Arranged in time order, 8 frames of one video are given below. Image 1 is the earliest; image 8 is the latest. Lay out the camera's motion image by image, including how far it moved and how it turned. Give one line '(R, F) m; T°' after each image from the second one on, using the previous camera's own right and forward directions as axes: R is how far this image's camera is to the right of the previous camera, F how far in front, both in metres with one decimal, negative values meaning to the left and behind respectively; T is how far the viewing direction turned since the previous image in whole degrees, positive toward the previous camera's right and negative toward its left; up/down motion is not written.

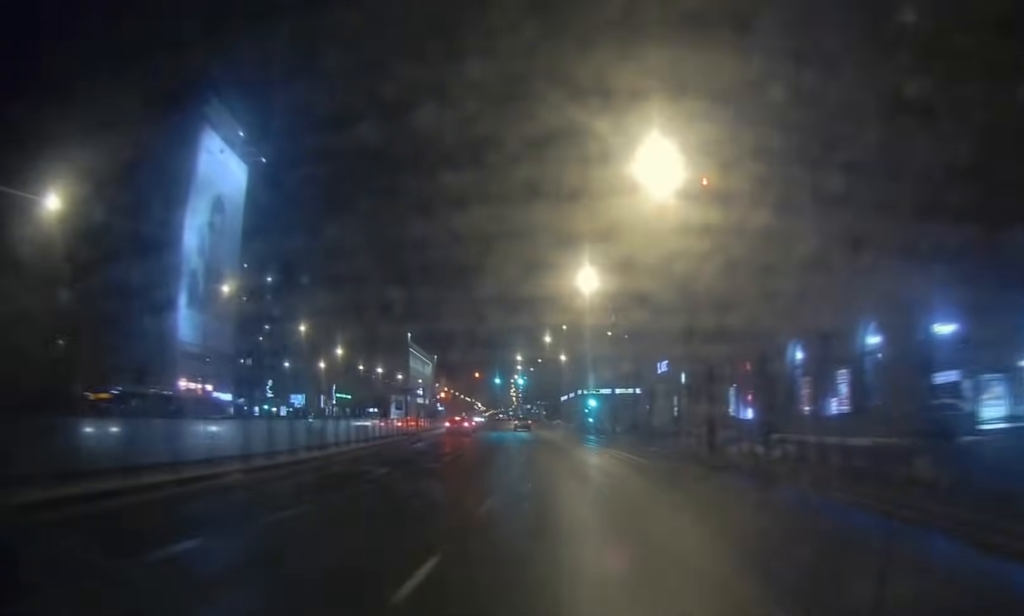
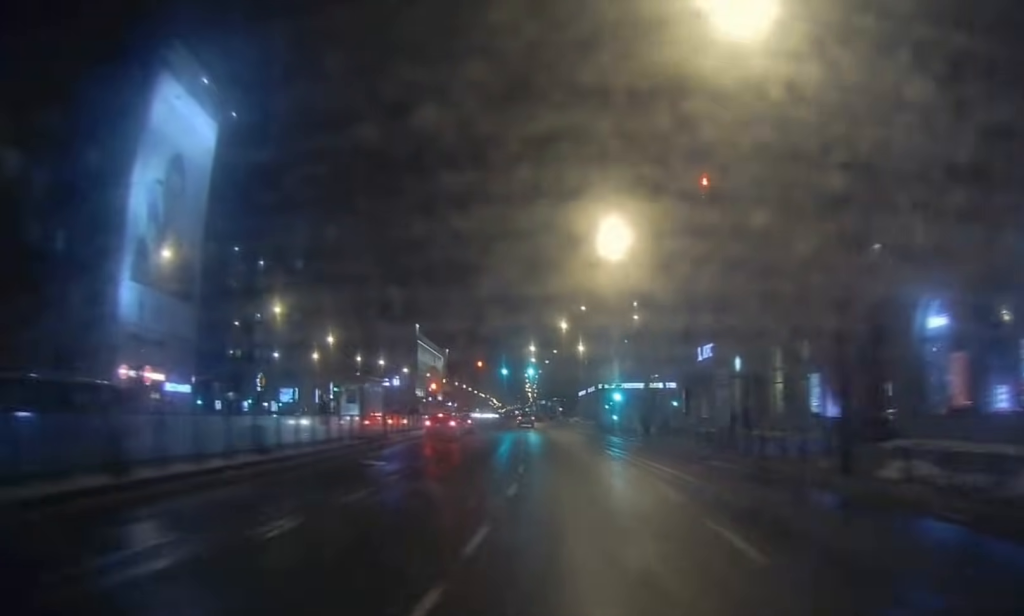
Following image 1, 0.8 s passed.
(-0.1, +13.1) m; -1°
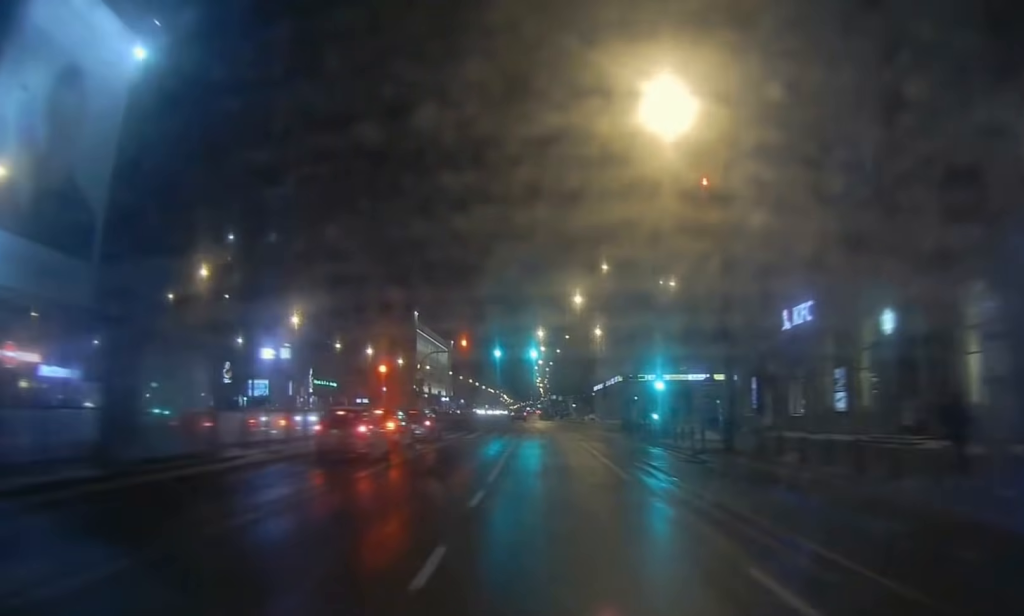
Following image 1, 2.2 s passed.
(-0.1, +19.9) m; -1°
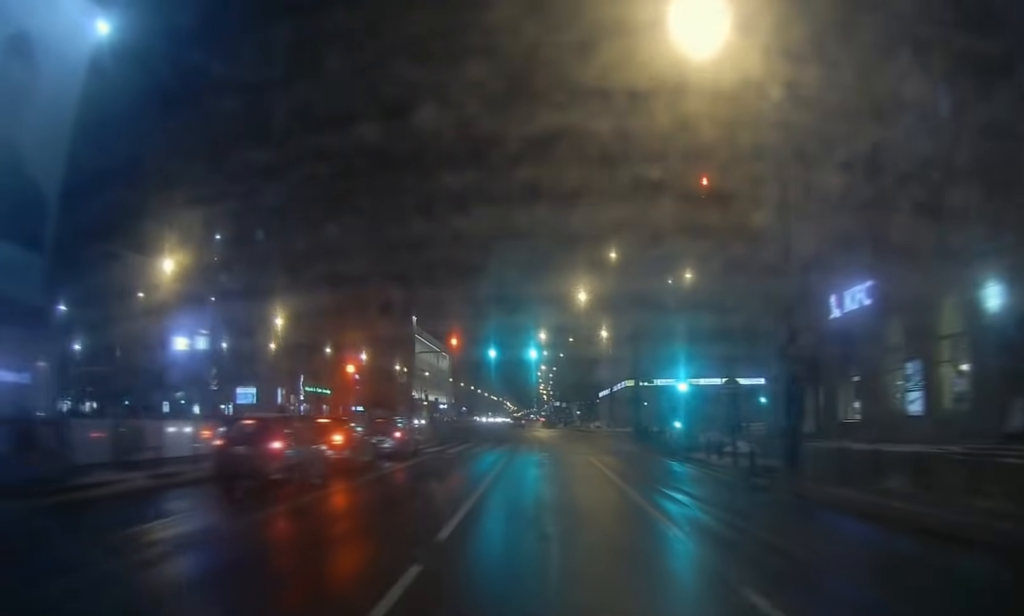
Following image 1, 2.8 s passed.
(0.0, +6.9) m; 0°
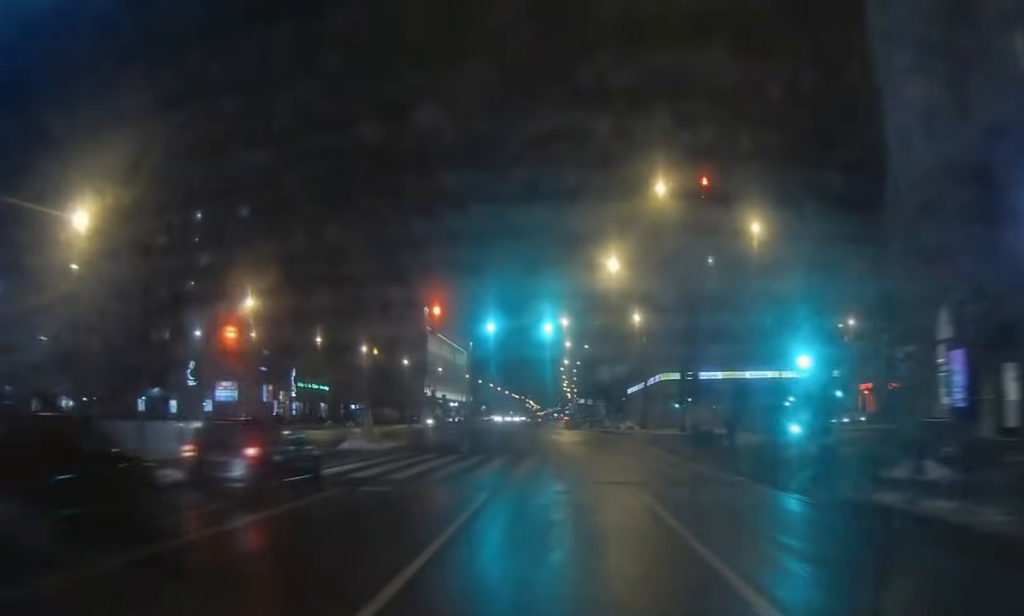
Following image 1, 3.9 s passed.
(-0.1, +14.4) m; -1°
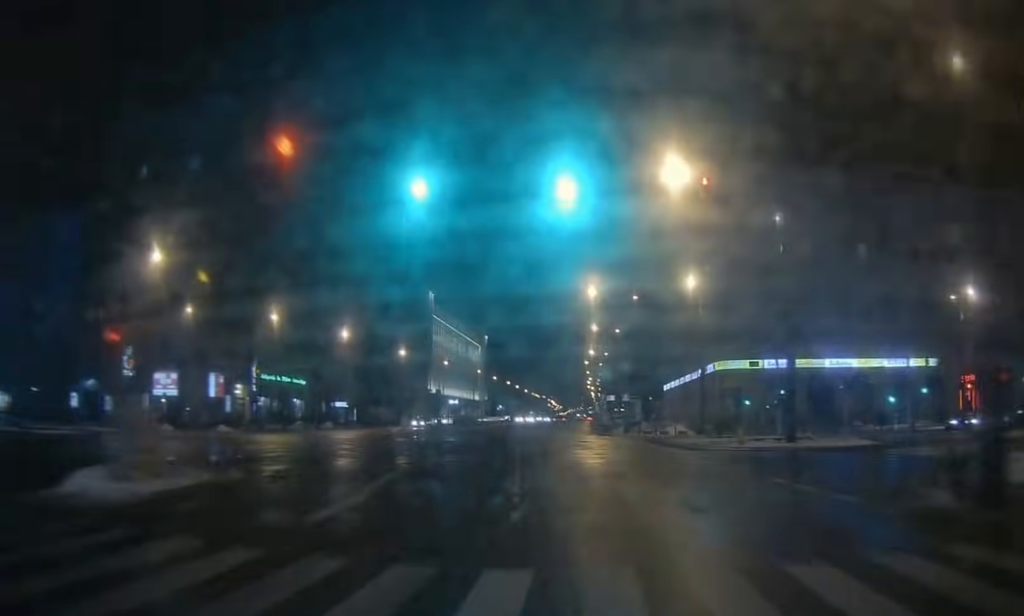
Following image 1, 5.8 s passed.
(-1.0, +21.7) m; -5°
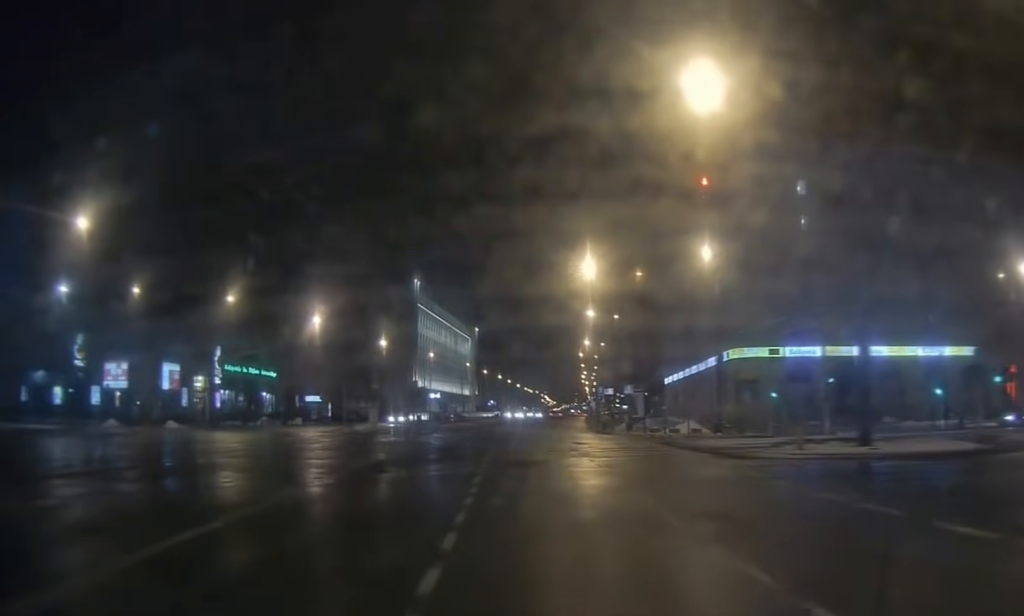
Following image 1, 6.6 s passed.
(-0.1, +8.8) m; 0°
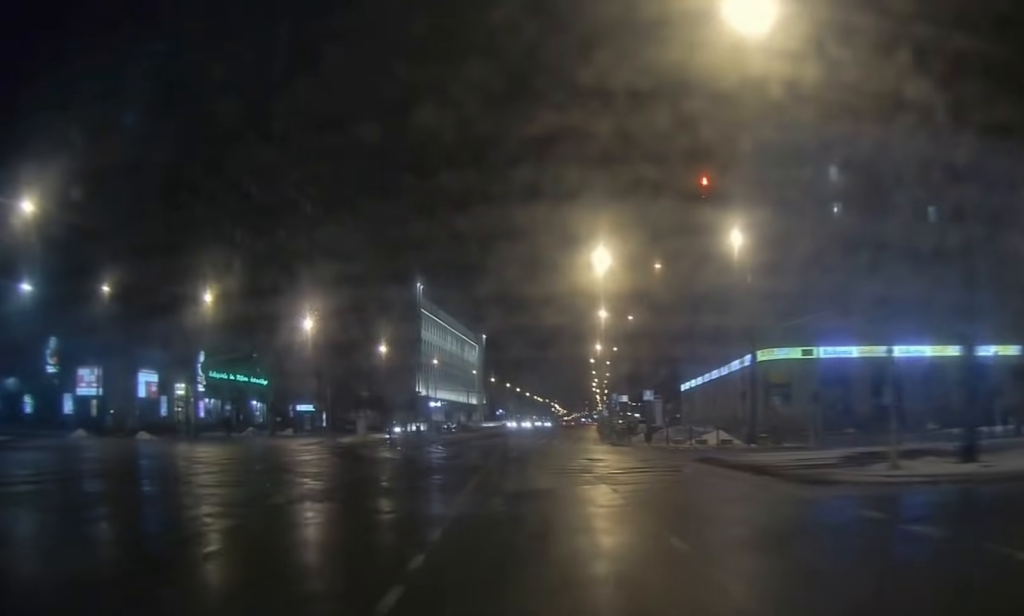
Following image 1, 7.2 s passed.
(0.0, +6.0) m; 0°
